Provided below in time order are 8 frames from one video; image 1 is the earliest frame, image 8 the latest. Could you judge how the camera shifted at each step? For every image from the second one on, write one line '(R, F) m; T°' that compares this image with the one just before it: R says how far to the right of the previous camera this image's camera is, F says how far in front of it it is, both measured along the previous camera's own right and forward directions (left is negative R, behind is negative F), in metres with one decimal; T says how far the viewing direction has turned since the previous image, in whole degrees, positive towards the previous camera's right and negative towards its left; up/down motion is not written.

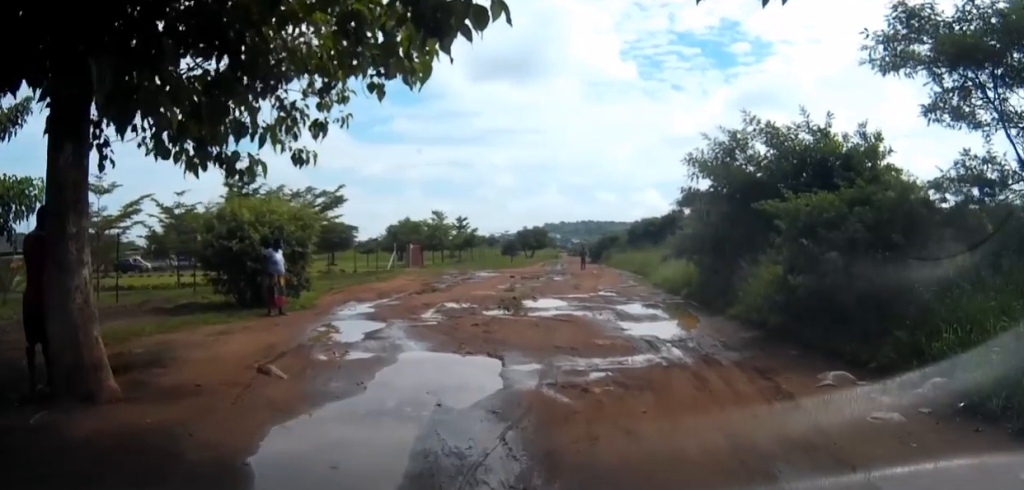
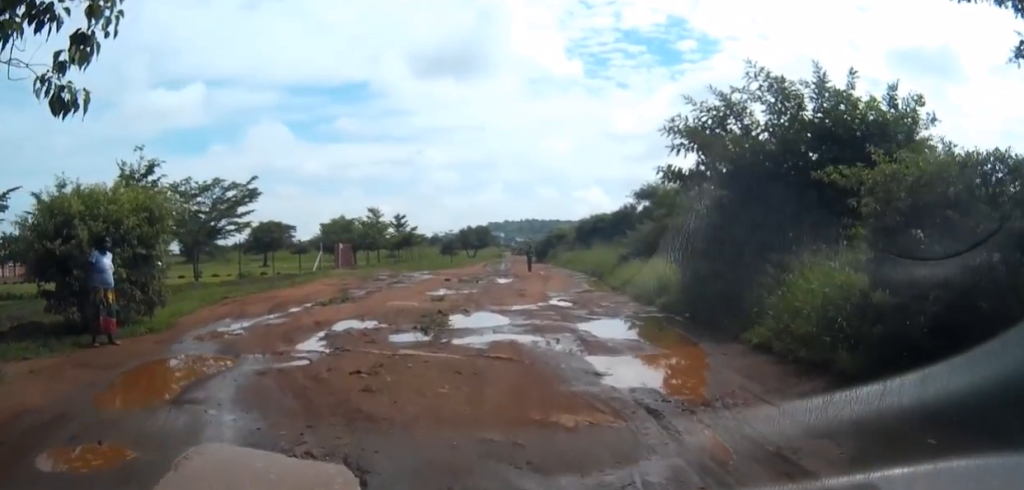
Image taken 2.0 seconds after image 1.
(+0.1, +6.0) m; 0°
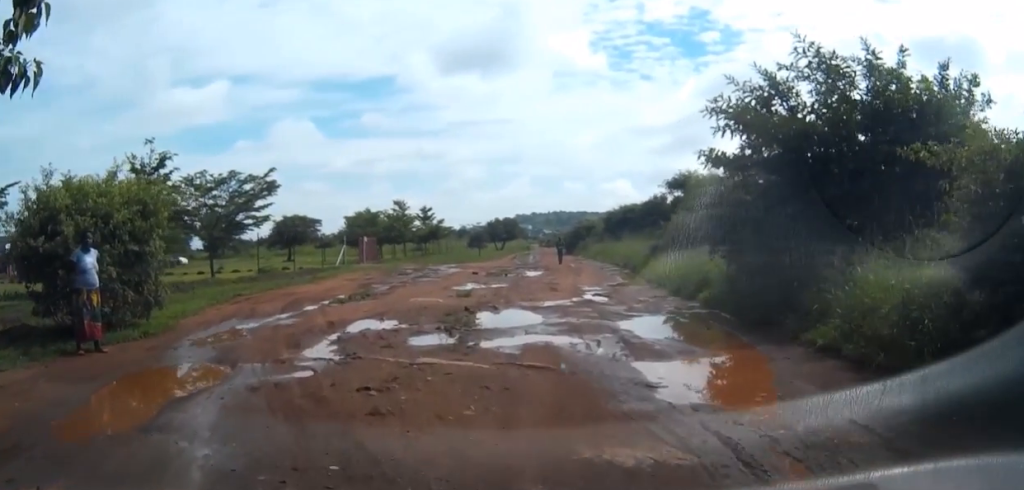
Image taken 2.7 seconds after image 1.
(0.0, +1.6) m; -2°
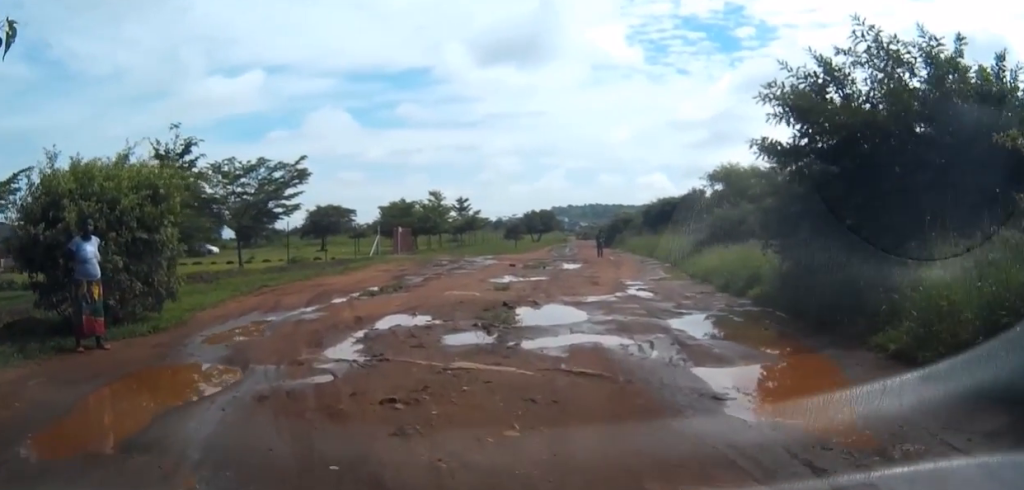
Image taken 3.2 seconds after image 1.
(-0.1, +1.0) m; -3°
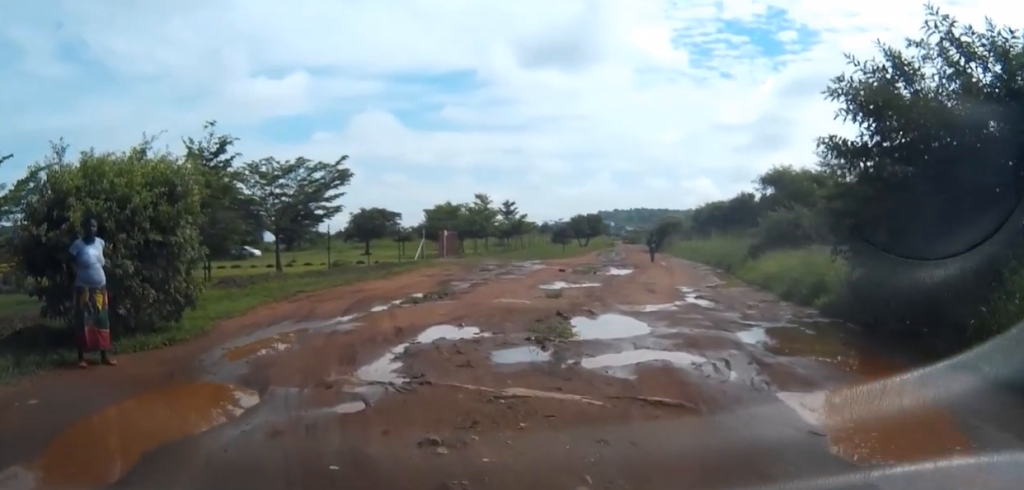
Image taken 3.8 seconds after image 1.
(0.0, +1.3) m; -4°
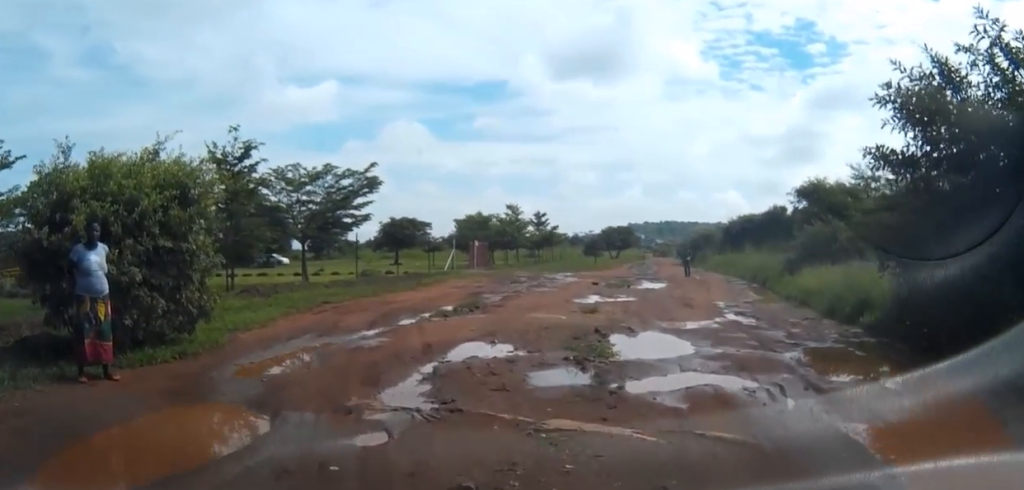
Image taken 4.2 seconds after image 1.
(0.0, +0.7) m; -3°
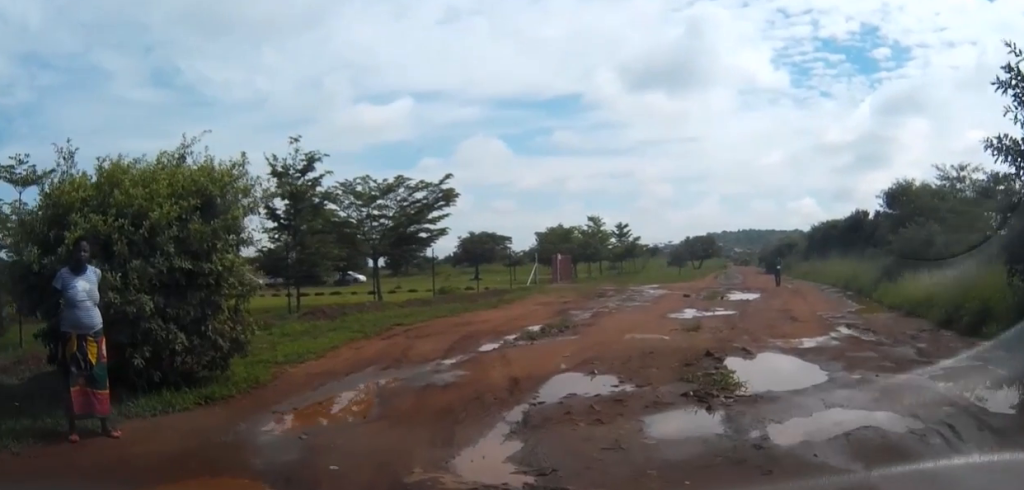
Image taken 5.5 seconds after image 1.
(-0.1, +2.0) m; -7°
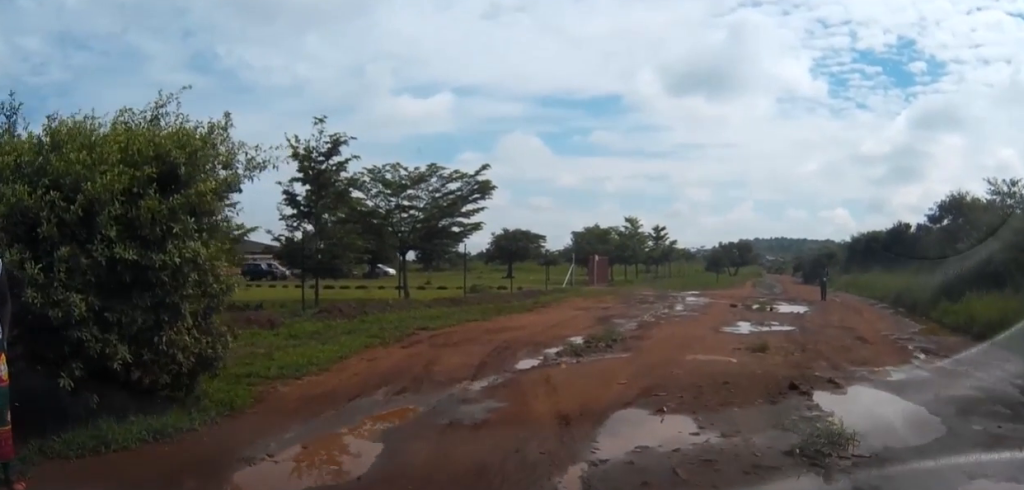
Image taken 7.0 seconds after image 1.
(0.0, +2.1) m; +2°
